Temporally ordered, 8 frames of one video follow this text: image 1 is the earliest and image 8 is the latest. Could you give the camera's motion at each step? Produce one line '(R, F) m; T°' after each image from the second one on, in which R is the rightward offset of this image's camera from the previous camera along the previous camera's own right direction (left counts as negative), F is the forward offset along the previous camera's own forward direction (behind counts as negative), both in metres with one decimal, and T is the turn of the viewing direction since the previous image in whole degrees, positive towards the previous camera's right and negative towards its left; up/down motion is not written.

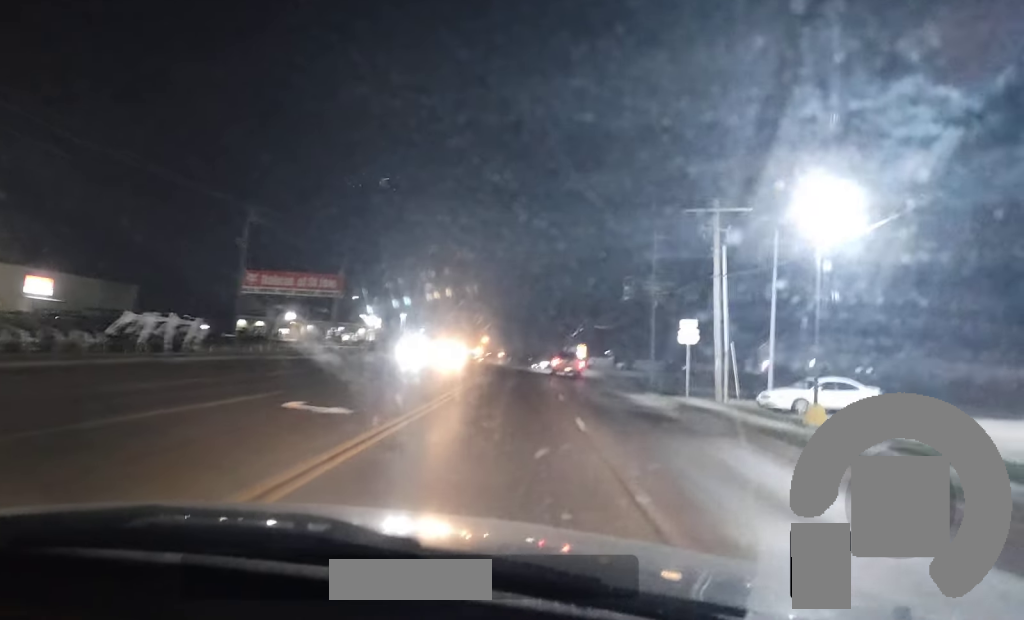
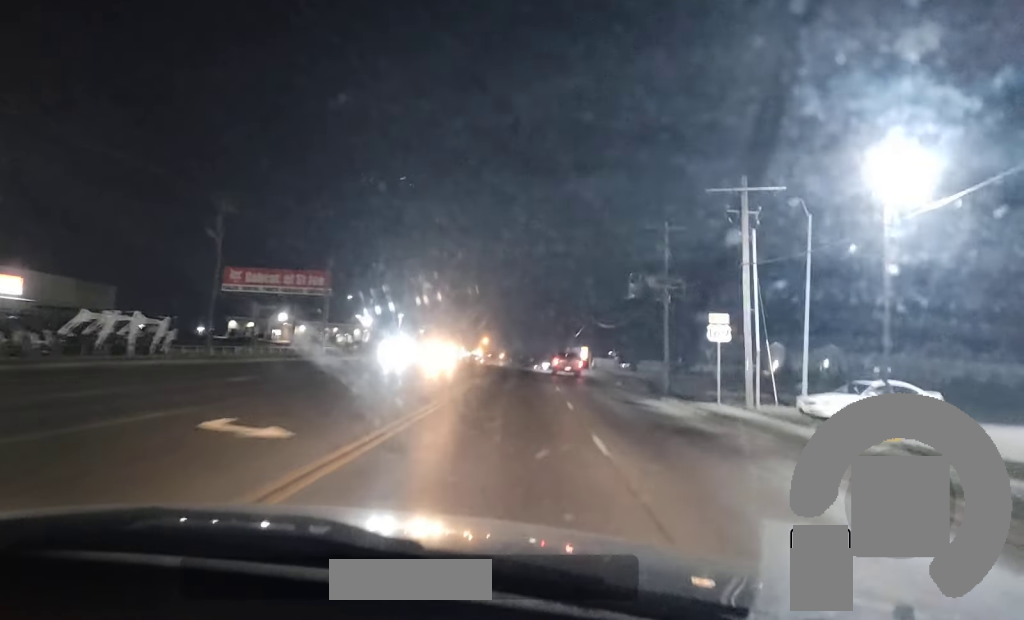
(0.0, +4.8) m; 0°
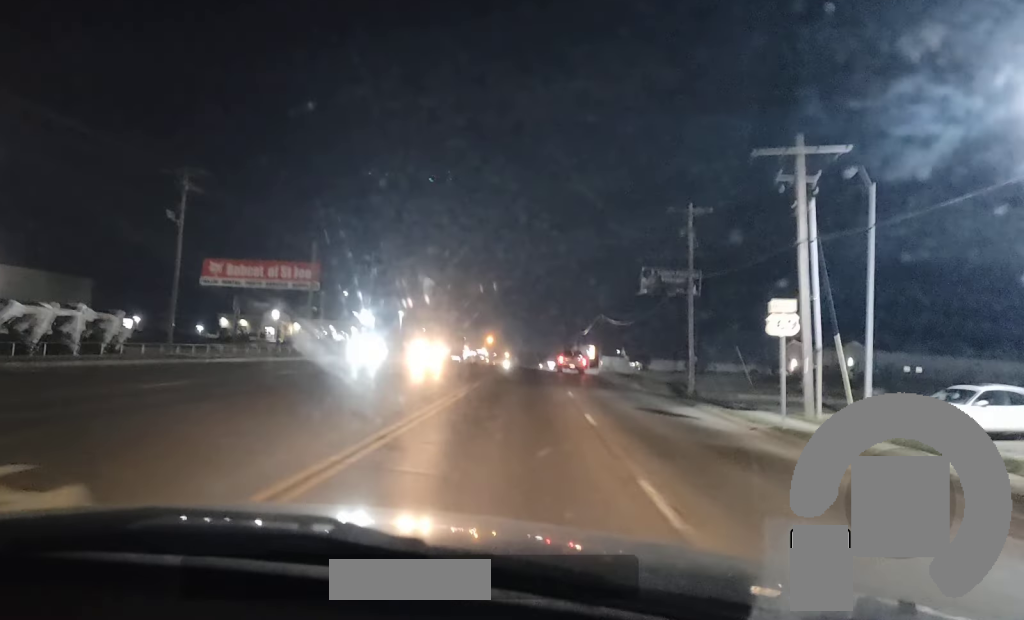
(0.0, +6.4) m; 0°
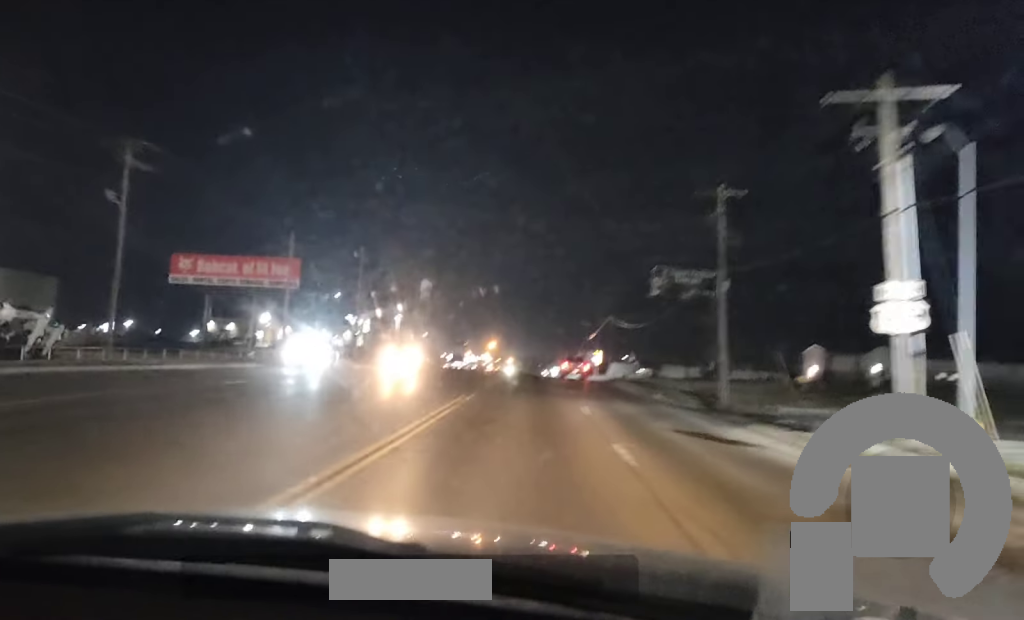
(0.0, +6.6) m; 0°
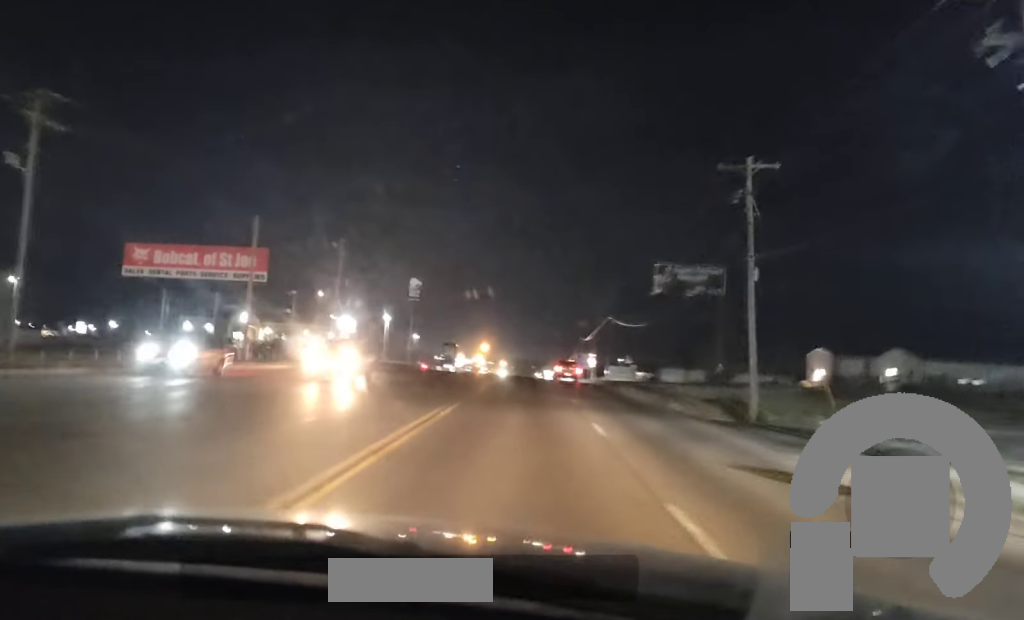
(+0.1, +6.9) m; 0°
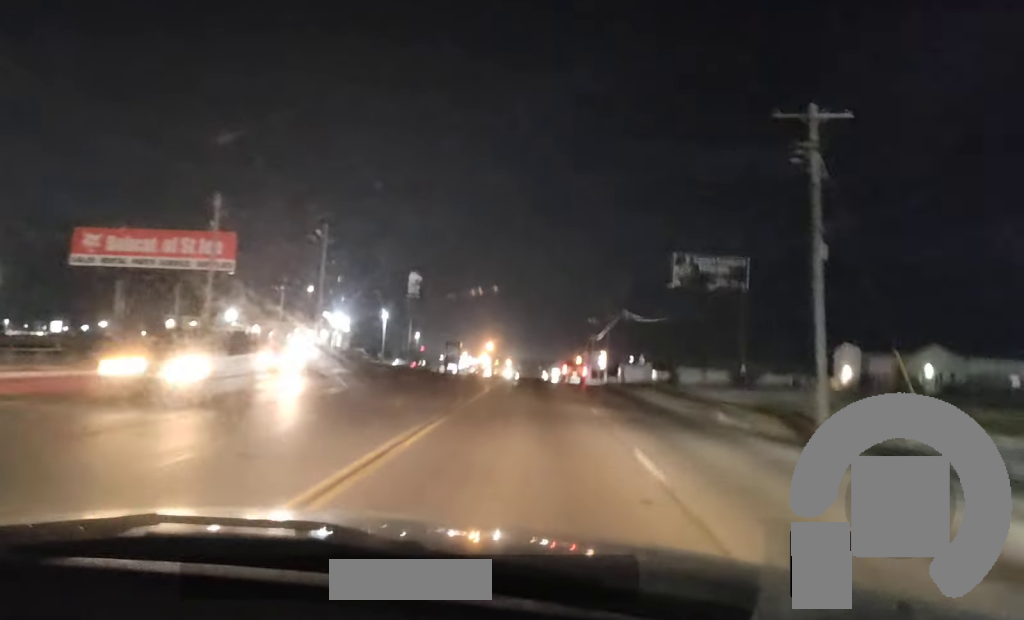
(0.0, +6.5) m; 0°
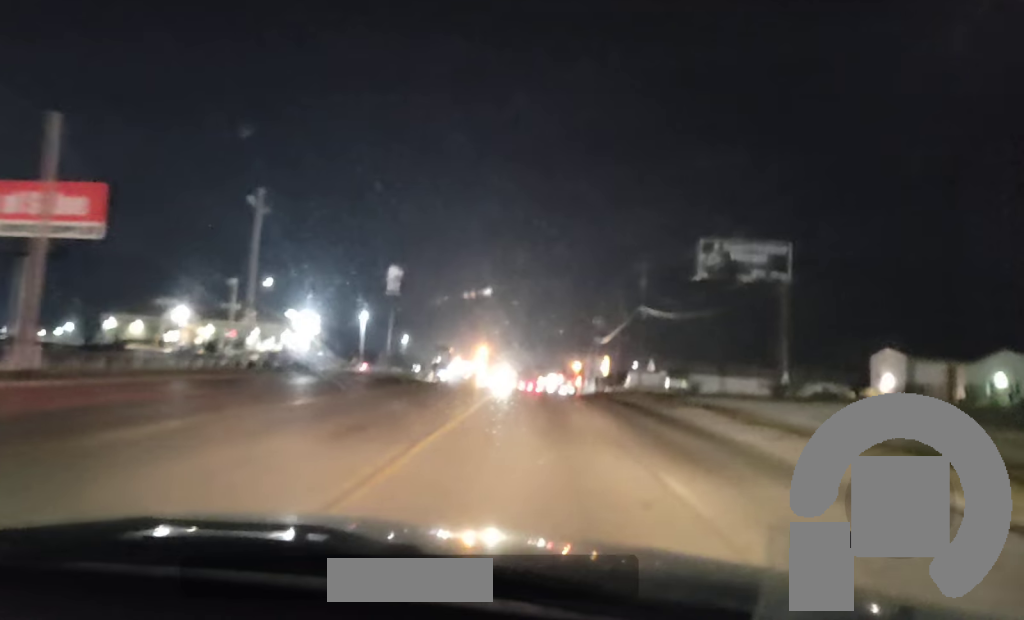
(0.0, +15.1) m; 0°
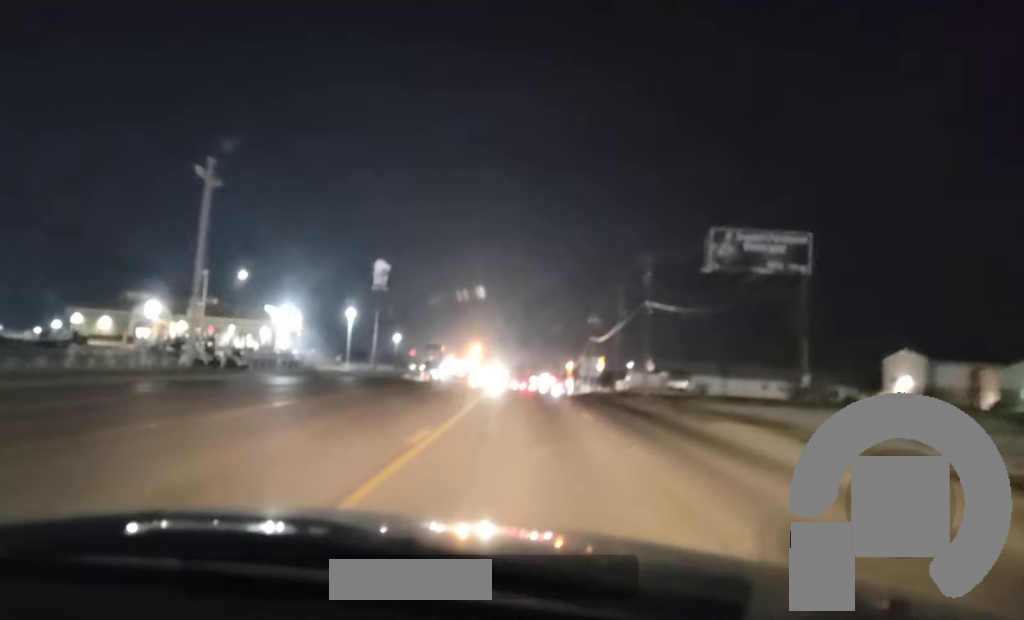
(0.0, +8.0) m; 0°
